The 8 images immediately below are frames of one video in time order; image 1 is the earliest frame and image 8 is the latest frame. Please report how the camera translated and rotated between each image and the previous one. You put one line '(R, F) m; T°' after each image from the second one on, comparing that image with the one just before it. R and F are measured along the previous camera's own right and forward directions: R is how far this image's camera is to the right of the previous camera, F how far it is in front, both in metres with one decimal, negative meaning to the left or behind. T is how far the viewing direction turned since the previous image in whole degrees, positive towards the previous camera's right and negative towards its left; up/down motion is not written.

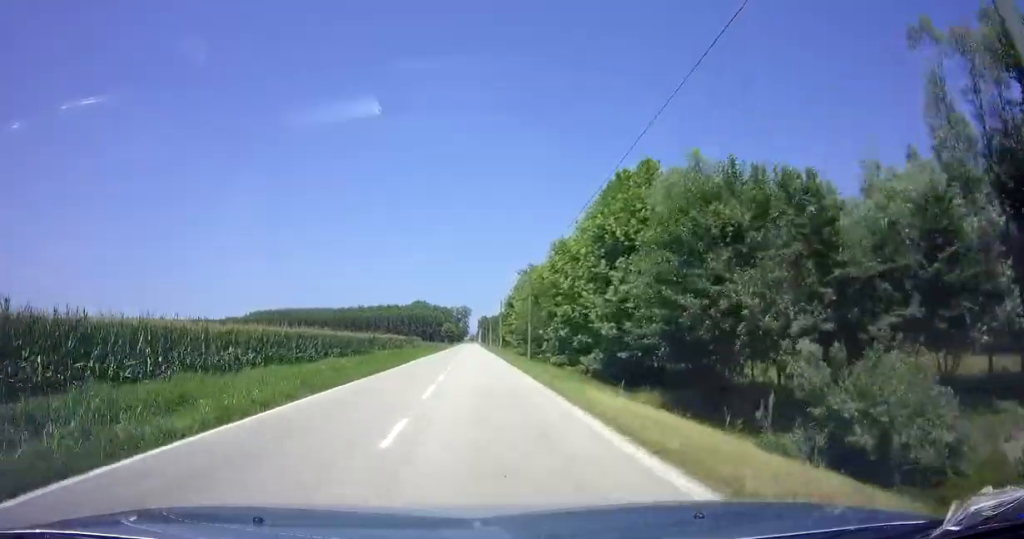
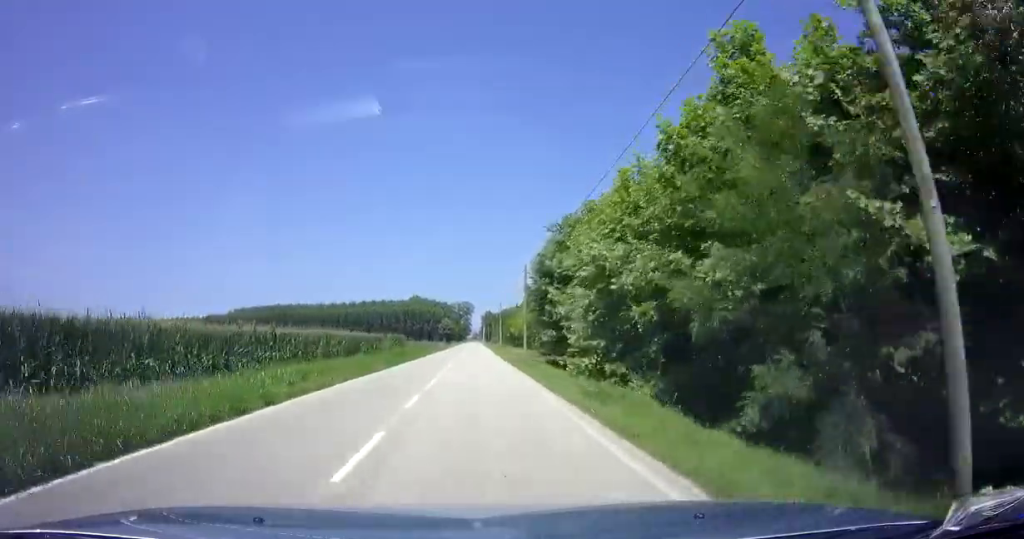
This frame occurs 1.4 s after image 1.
(-0.1, +30.7) m; 0°
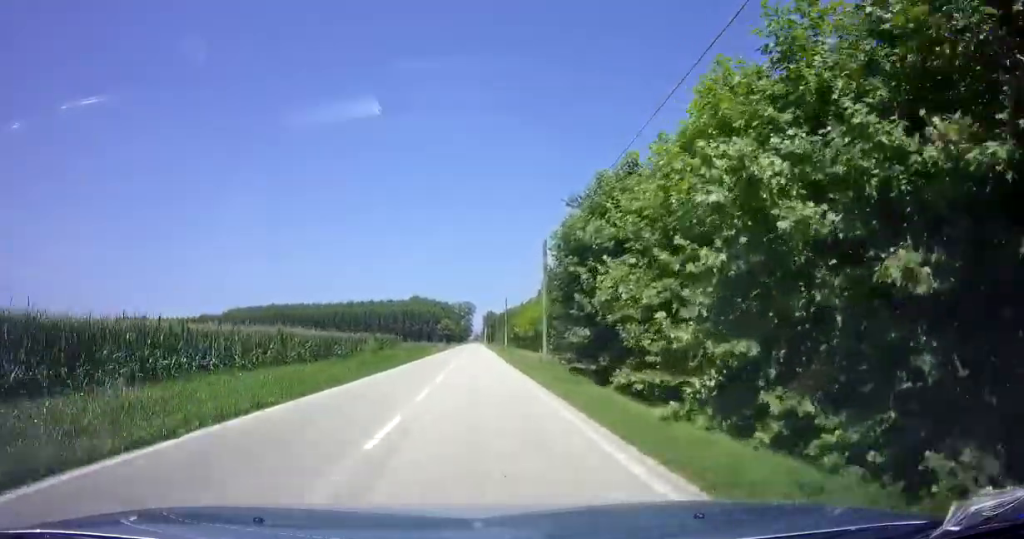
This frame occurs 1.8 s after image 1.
(0.0, +10.5) m; 0°
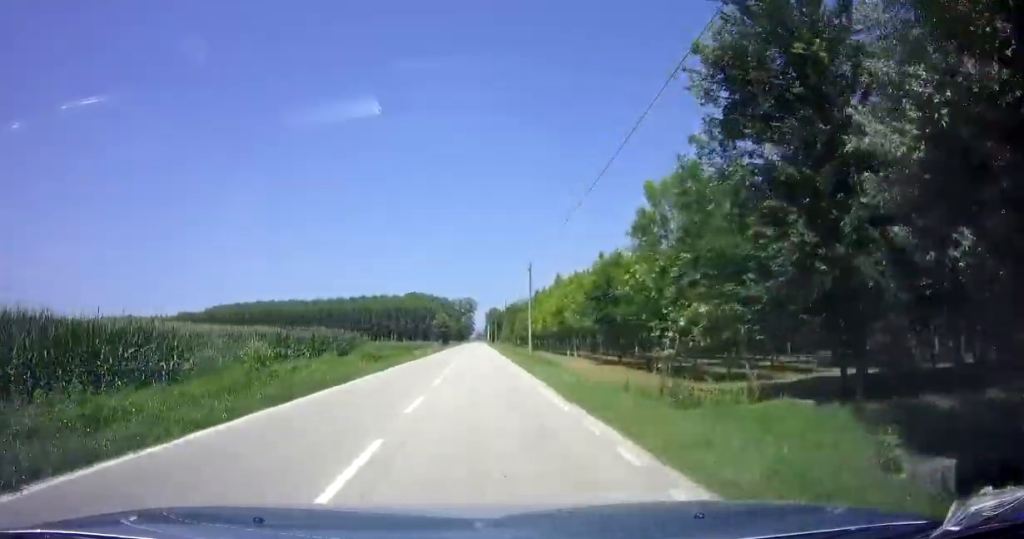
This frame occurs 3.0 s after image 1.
(0.0, +25.7) m; 0°
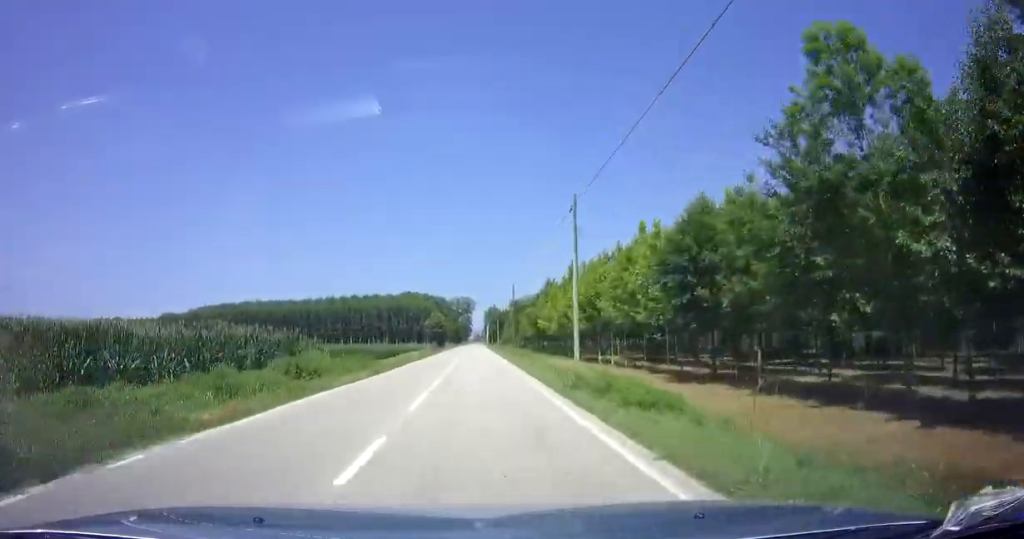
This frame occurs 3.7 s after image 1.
(0.0, +16.8) m; 0°
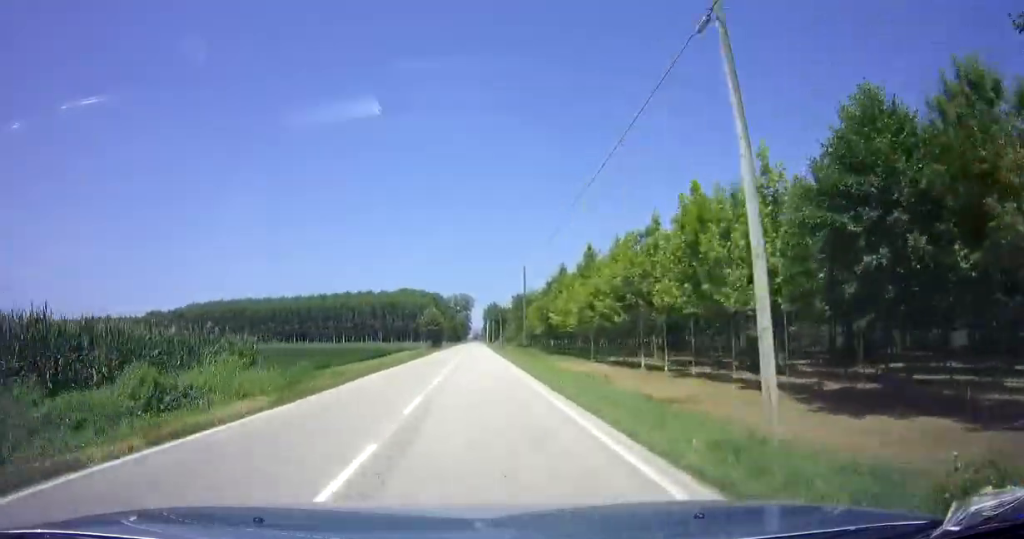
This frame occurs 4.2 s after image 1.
(0.0, +12.3) m; 0°
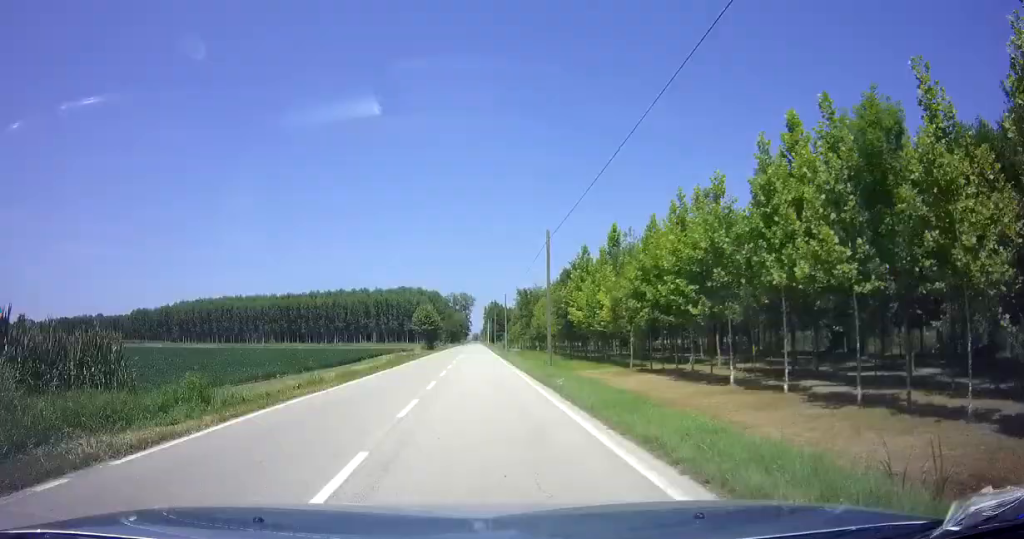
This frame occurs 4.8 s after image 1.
(0.0, +12.2) m; 0°
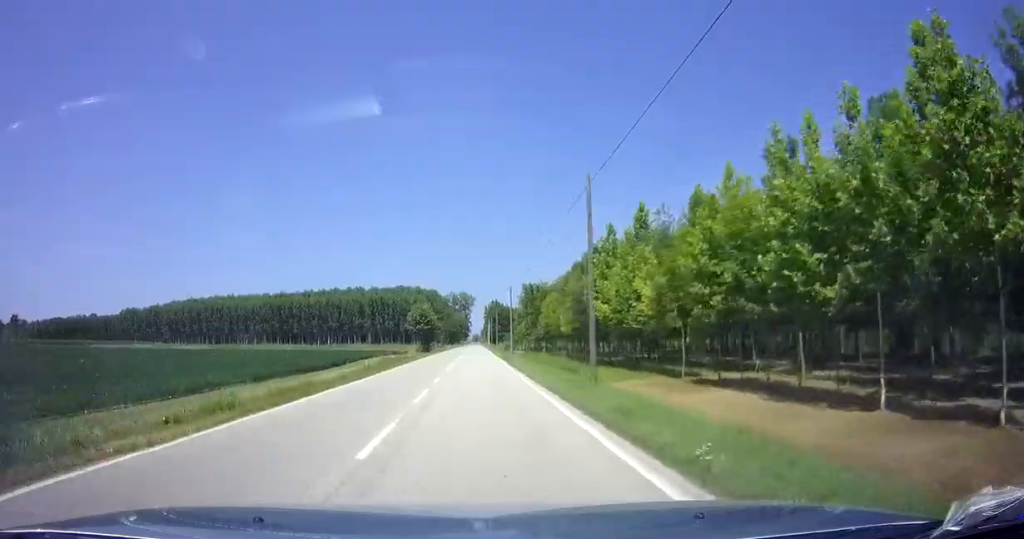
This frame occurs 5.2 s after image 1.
(0.0, +9.9) m; 0°
